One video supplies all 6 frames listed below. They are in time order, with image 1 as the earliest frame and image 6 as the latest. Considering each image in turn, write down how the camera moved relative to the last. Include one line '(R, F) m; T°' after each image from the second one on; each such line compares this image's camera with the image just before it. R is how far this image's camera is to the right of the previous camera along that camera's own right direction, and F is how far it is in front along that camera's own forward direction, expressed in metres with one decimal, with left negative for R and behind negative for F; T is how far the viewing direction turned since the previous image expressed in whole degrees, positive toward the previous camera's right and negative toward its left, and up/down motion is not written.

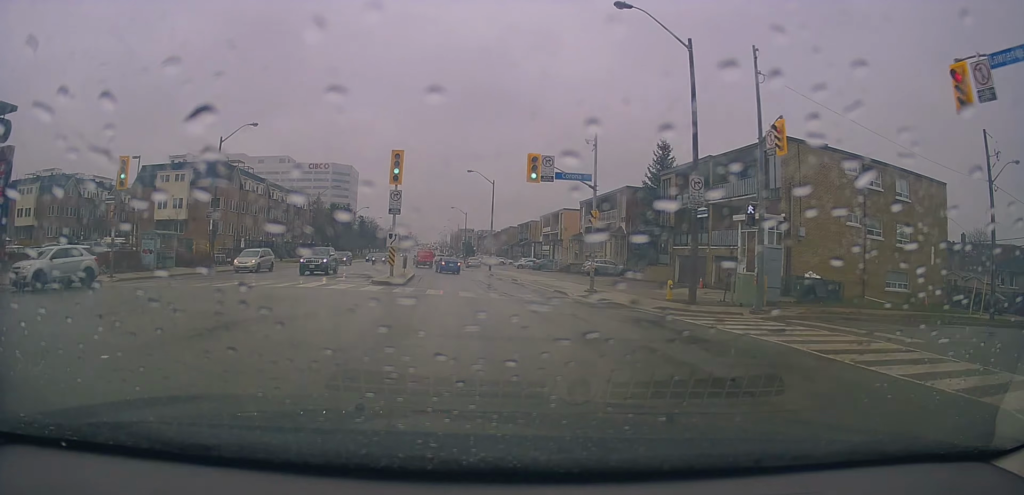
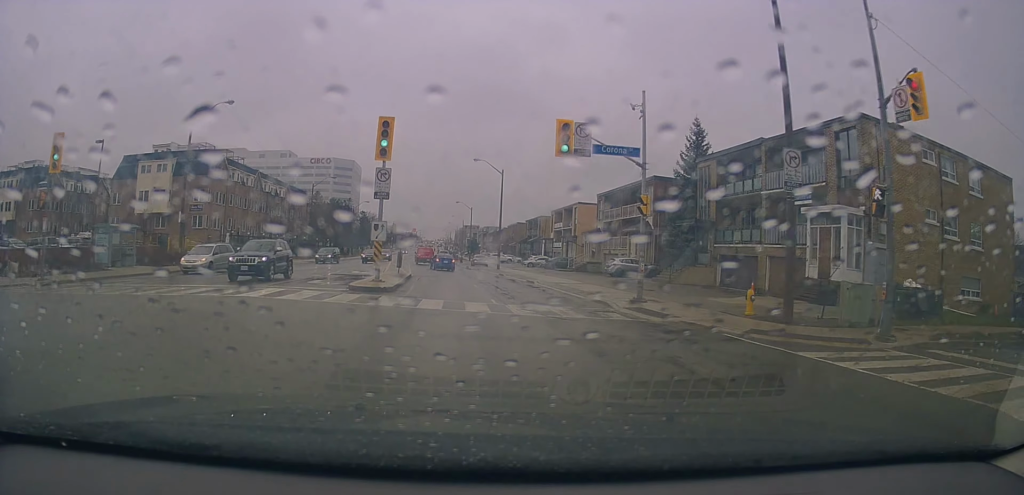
(0.0, +6.5) m; 0°
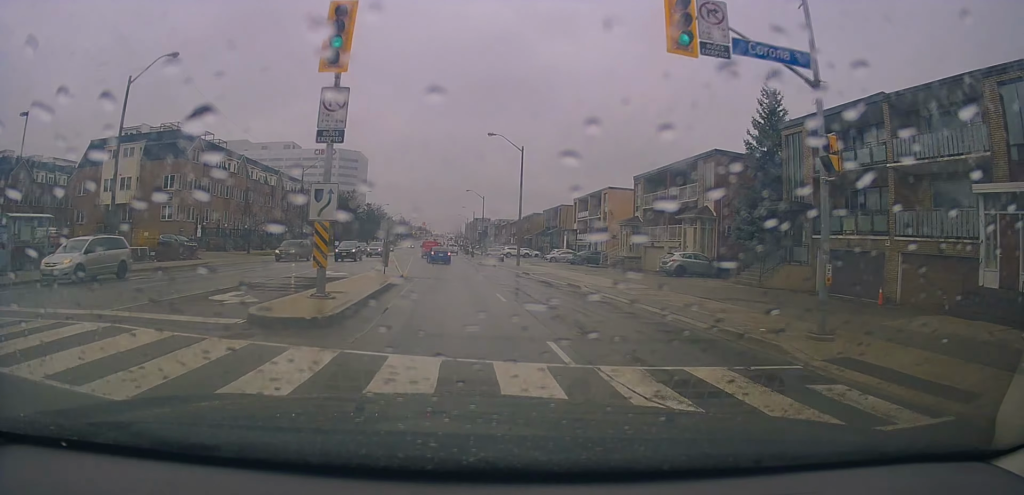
(0.0, +10.1) m; 0°
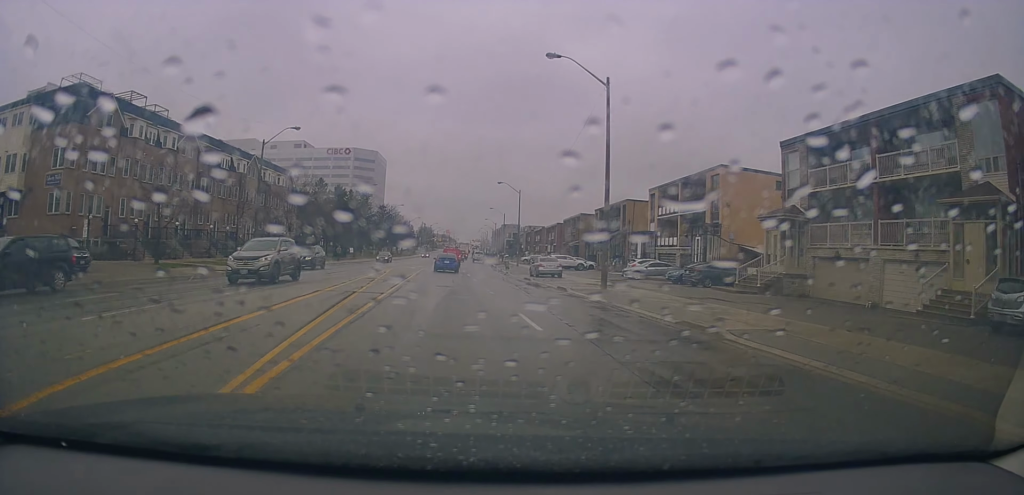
(-0.1, +22.5) m; -2°
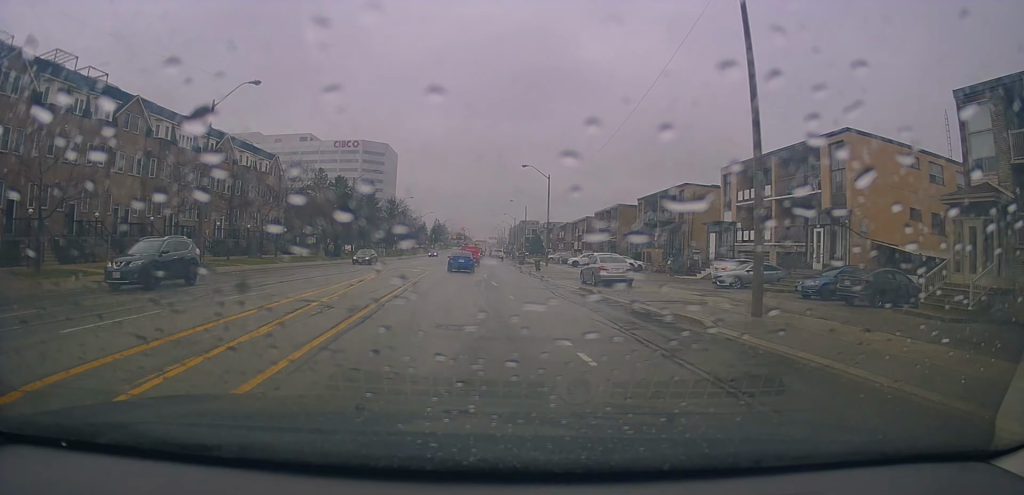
(-0.3, +13.3) m; -1°
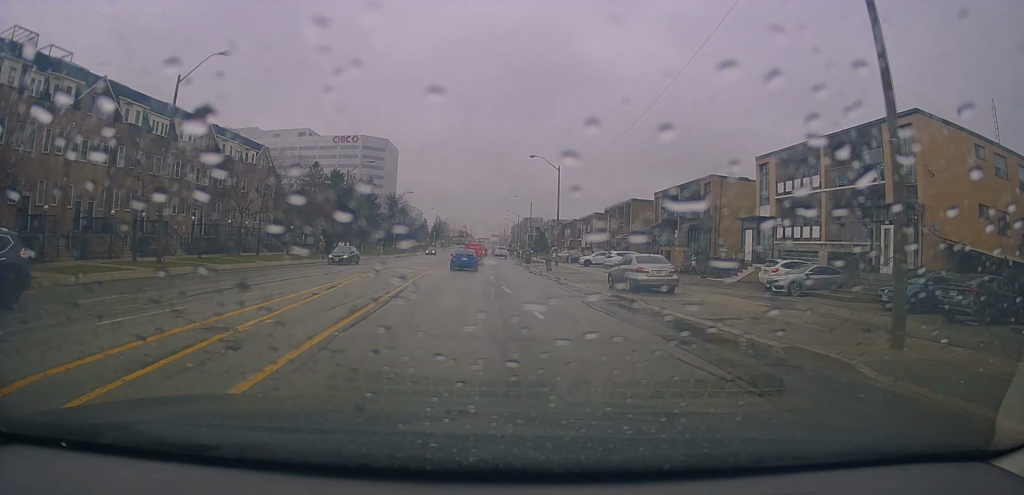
(0.0, +5.6) m; +1°
